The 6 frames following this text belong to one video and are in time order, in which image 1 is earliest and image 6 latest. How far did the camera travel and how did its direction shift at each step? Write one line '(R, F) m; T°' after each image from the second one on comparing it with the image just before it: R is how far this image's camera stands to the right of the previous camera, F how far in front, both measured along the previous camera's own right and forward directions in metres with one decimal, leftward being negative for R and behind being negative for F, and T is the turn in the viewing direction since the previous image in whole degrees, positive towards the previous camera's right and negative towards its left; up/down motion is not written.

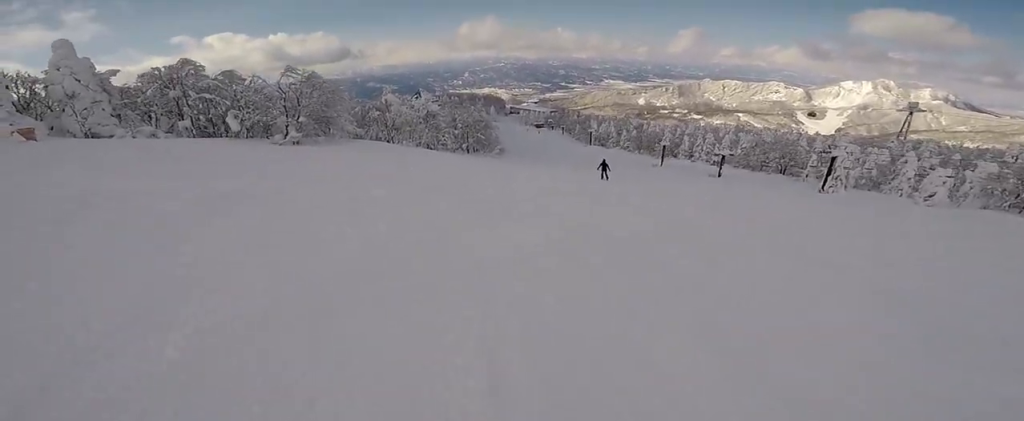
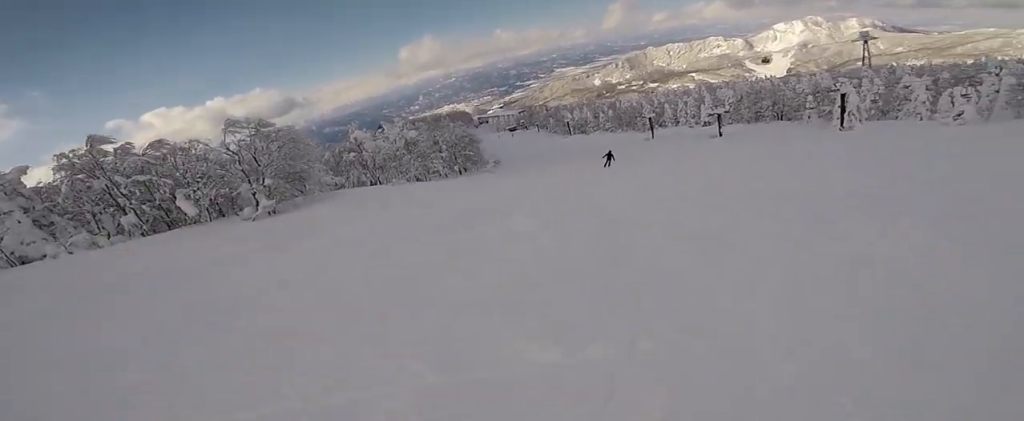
(+1.2, +6.7) m; +18°
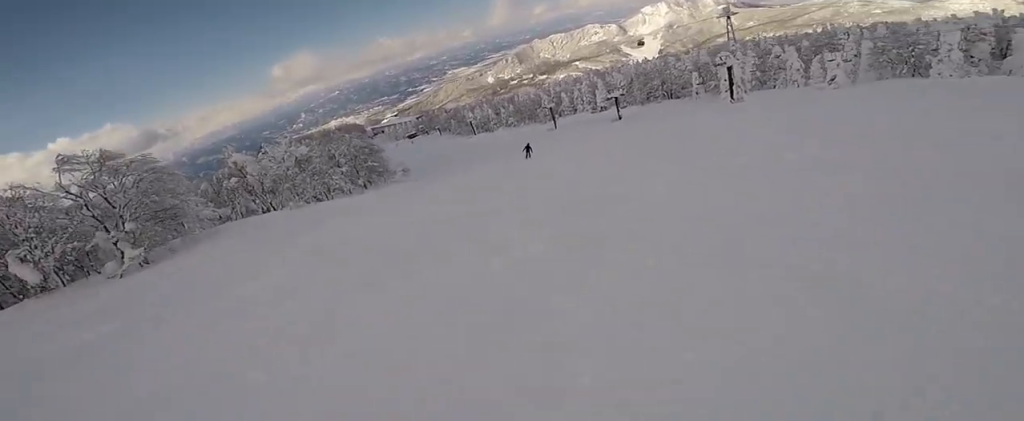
(+0.2, +3.5) m; +8°
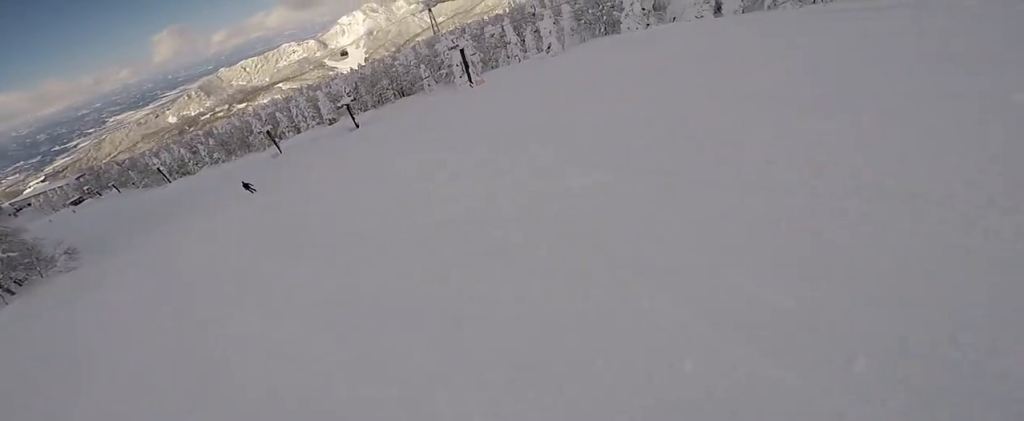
(+1.9, +9.2) m; +16°
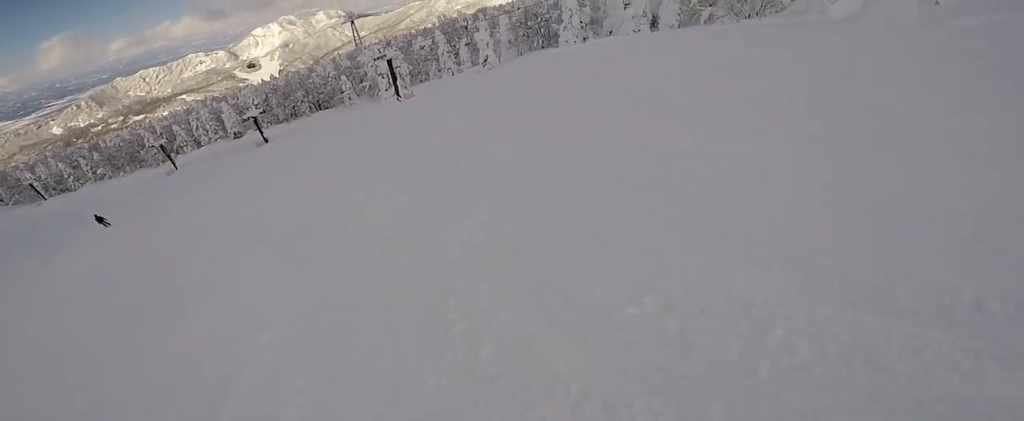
(+0.2, +4.8) m; -1°
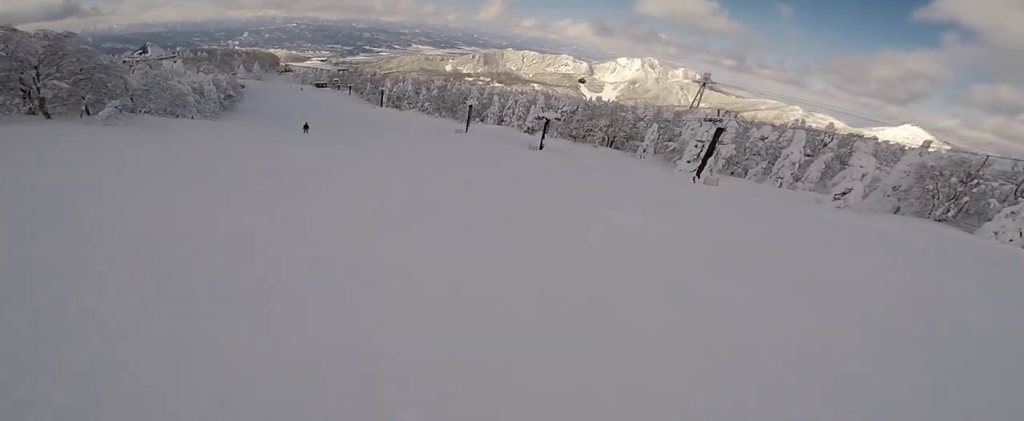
(-2.4, +13.9) m; -20°
